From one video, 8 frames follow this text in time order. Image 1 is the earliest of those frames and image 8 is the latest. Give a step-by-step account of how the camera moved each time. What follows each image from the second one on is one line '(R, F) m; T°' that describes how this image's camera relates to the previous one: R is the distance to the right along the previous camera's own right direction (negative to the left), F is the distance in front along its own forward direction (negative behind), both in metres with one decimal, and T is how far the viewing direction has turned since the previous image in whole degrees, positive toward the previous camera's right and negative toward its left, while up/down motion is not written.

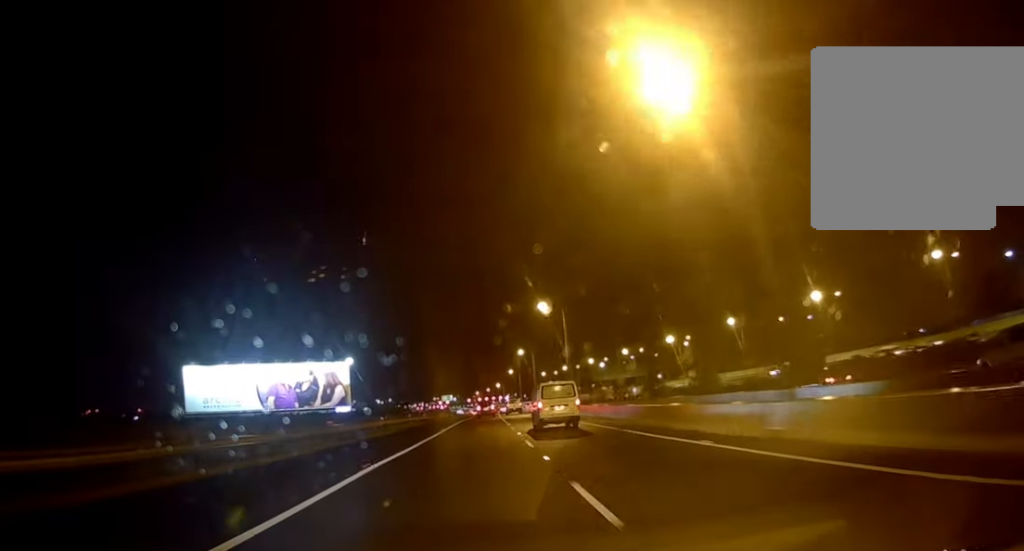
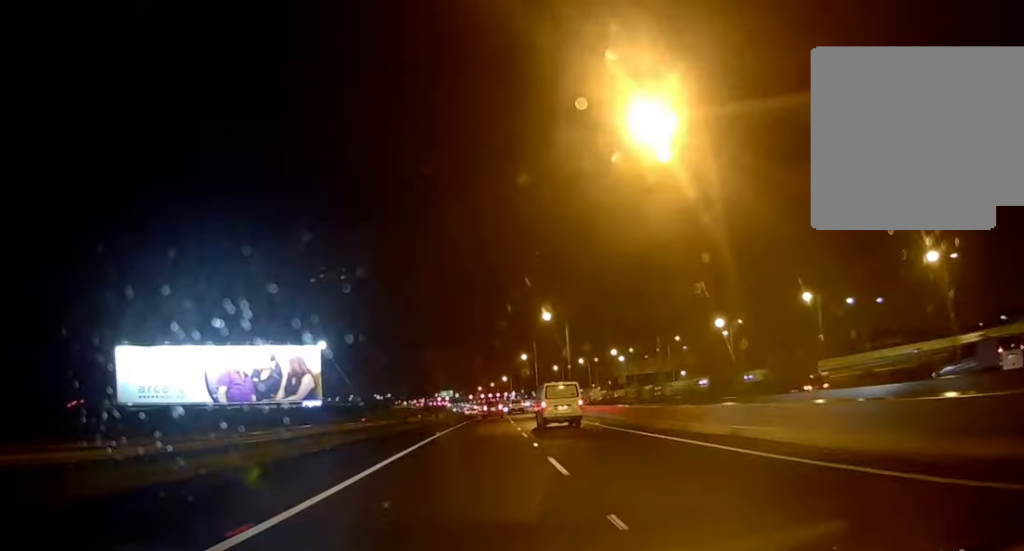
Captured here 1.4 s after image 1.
(0.0, +30.8) m; 0°
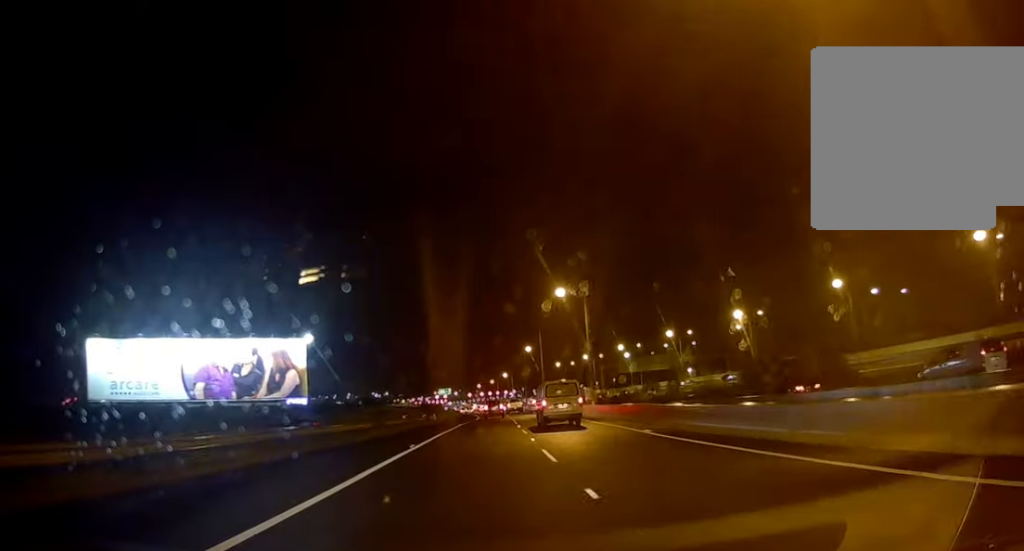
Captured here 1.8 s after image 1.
(+0.1, +9.8) m; 0°
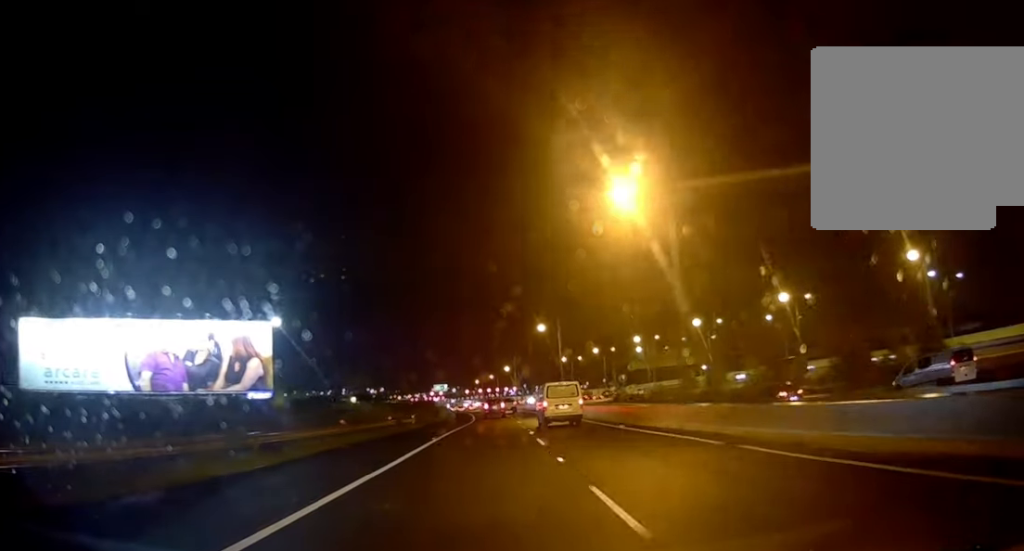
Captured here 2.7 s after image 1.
(-0.2, +19.8) m; -1°
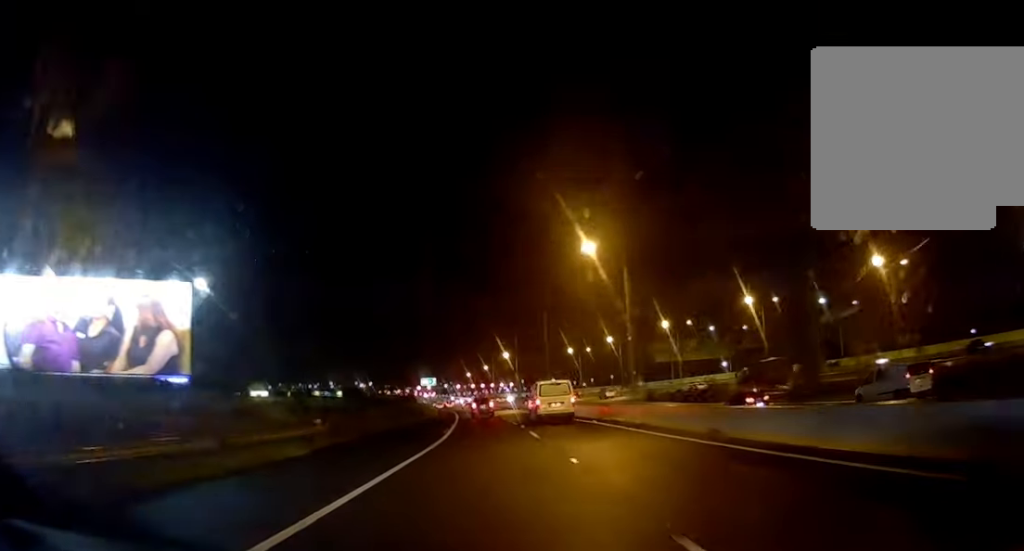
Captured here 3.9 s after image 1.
(-0.3, +27.6) m; -2°
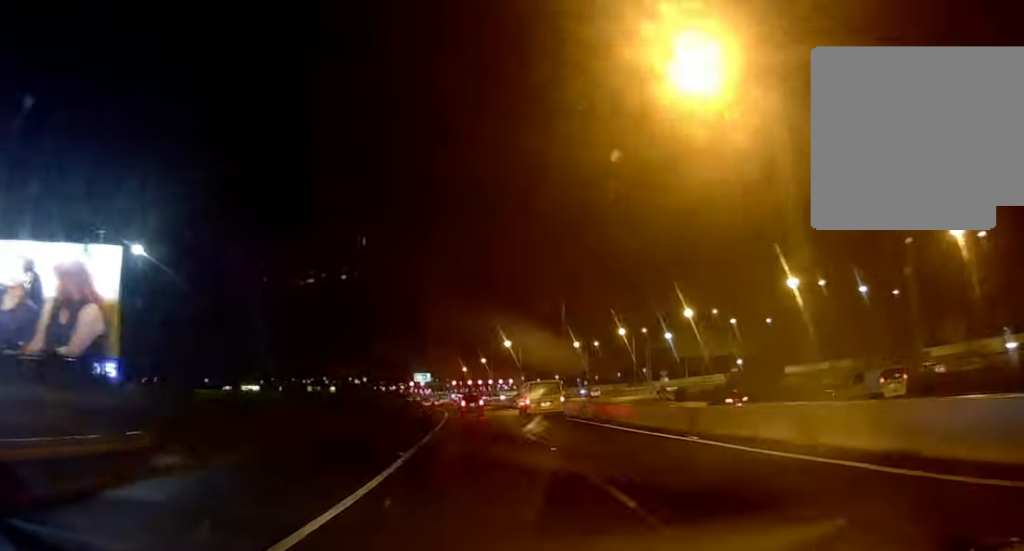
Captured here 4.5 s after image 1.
(-0.6, +15.1) m; 0°
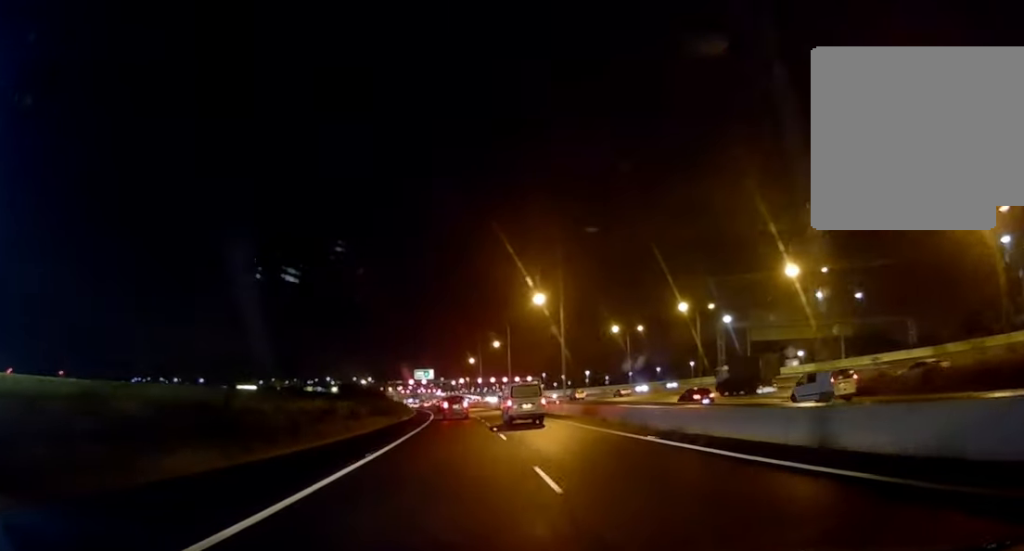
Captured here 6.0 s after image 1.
(+1.2, +33.8) m; +2°
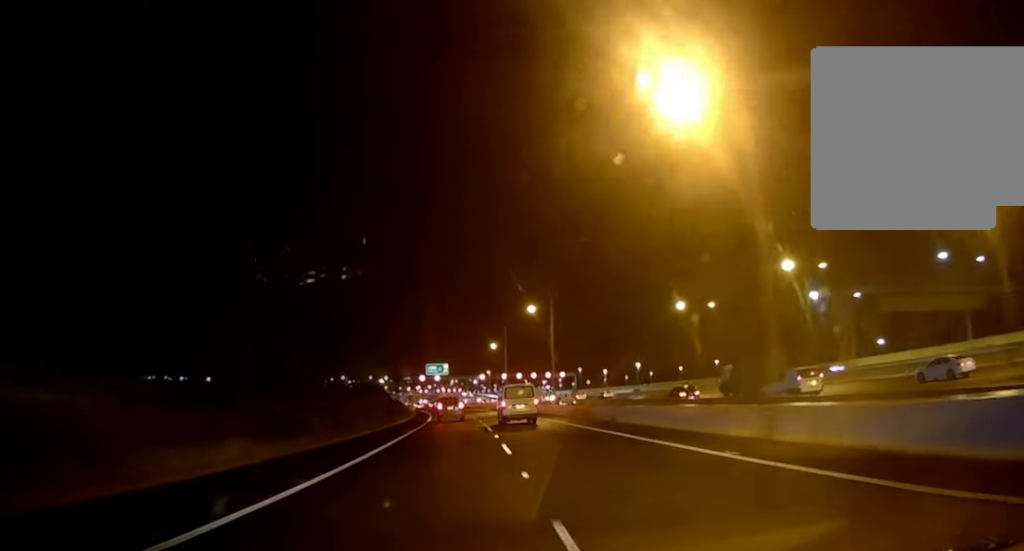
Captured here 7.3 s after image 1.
(-0.2, +29.5) m; 0°
